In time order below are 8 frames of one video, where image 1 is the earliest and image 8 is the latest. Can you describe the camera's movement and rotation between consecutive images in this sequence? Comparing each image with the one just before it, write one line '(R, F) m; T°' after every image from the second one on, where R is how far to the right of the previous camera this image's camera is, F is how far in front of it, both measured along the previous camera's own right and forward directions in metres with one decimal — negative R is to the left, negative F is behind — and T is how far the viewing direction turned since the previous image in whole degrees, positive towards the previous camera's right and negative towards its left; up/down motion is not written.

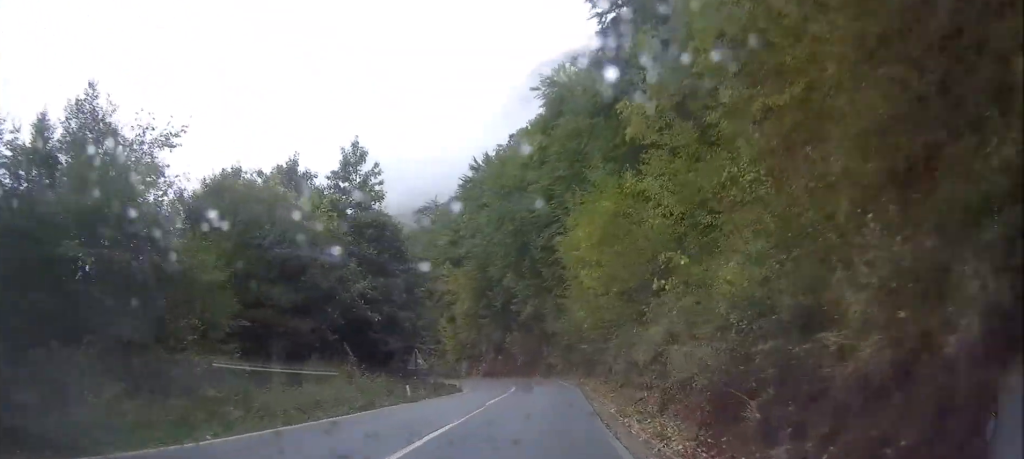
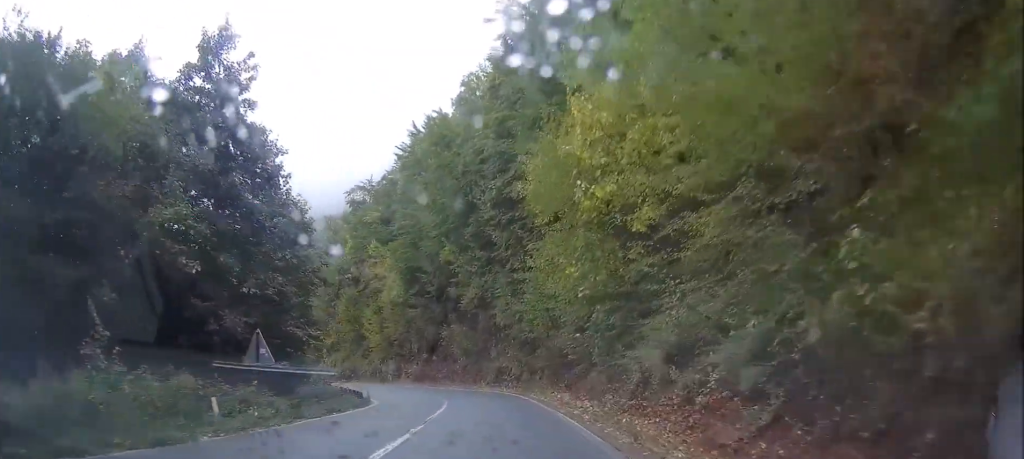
(+0.9, +17.5) m; +4°
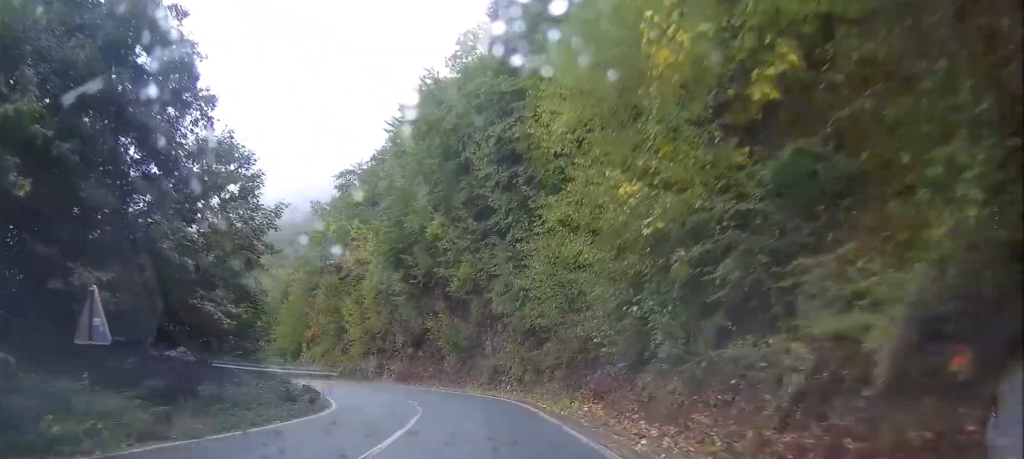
(+0.1, +8.6) m; -1°
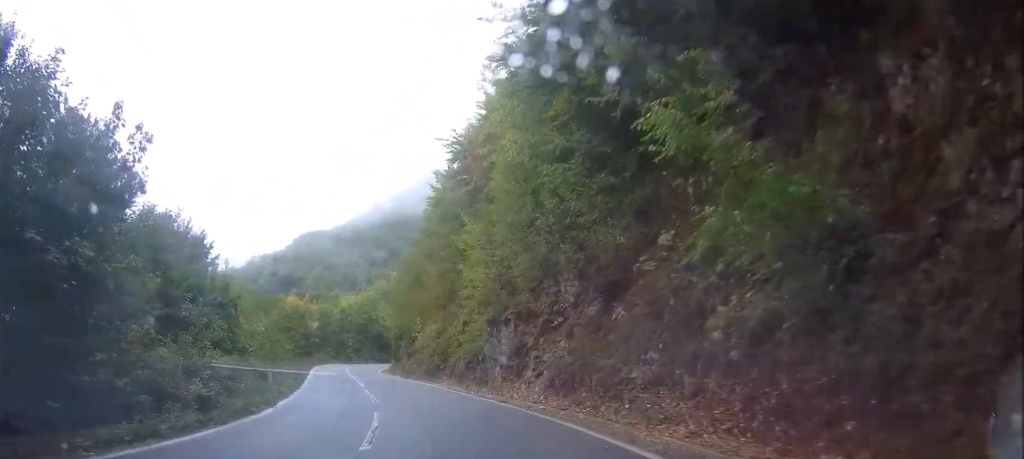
(-5.7, +35.3) m; -22°
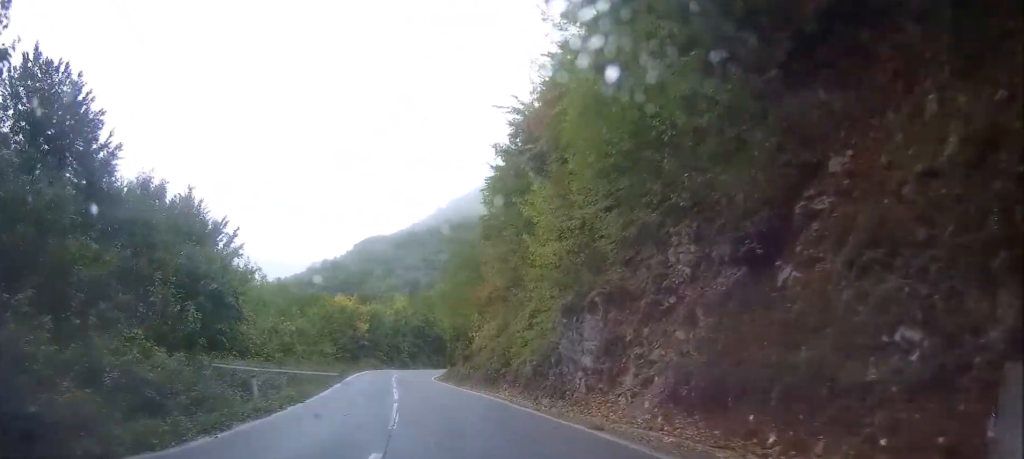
(-0.5, +8.2) m; -4°
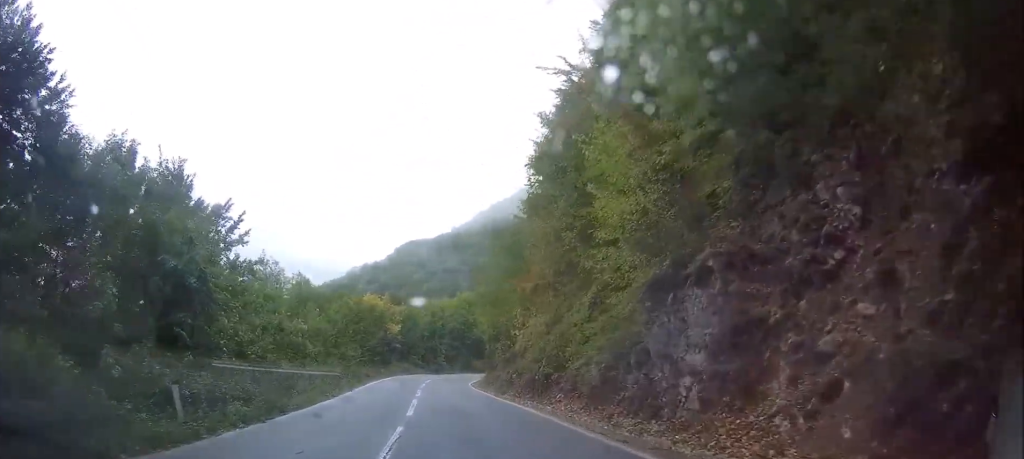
(-0.2, +7.2) m; -3°
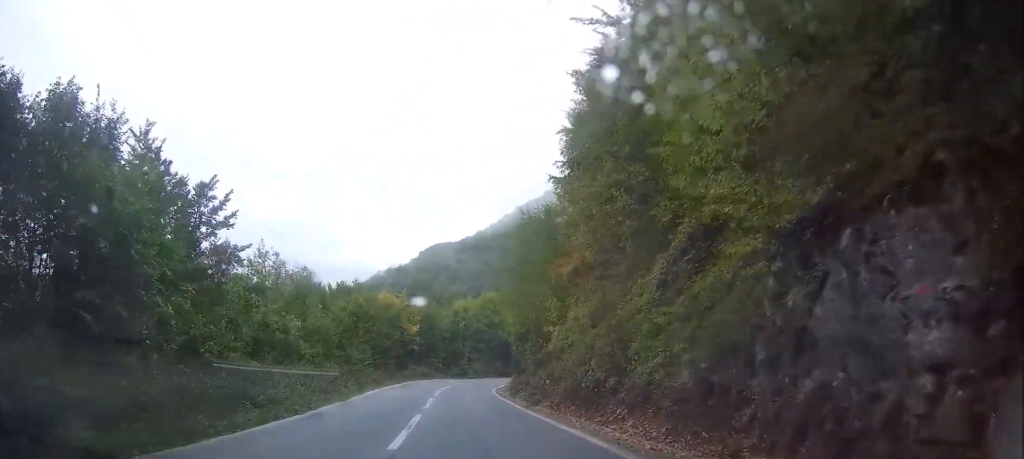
(-0.2, +6.8) m; -2°
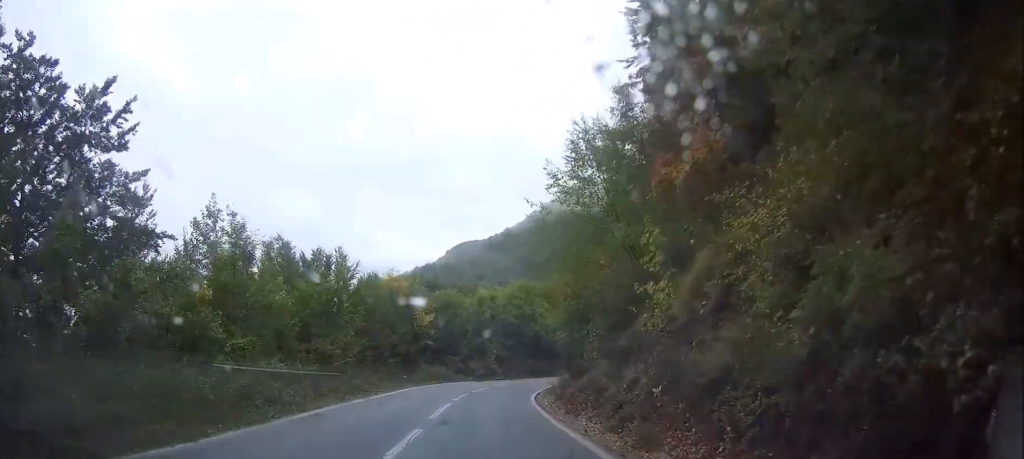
(-0.5, +15.3) m; -2°
